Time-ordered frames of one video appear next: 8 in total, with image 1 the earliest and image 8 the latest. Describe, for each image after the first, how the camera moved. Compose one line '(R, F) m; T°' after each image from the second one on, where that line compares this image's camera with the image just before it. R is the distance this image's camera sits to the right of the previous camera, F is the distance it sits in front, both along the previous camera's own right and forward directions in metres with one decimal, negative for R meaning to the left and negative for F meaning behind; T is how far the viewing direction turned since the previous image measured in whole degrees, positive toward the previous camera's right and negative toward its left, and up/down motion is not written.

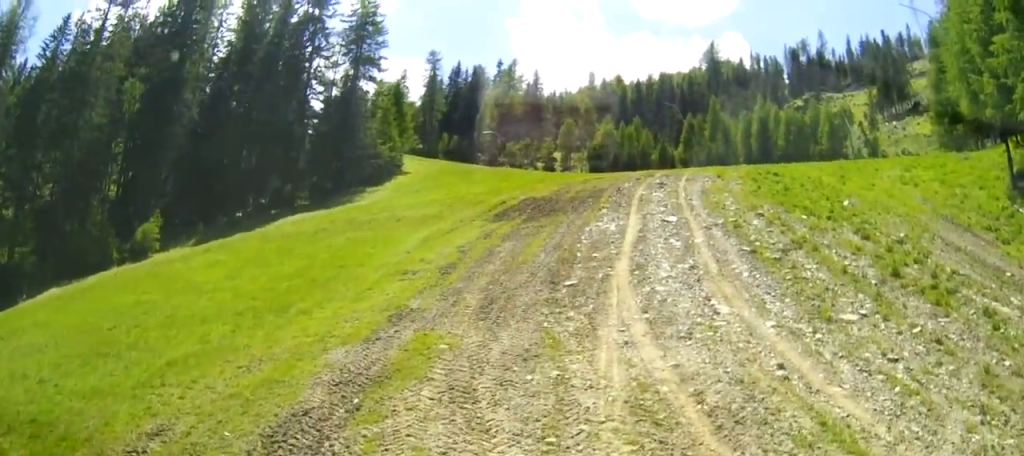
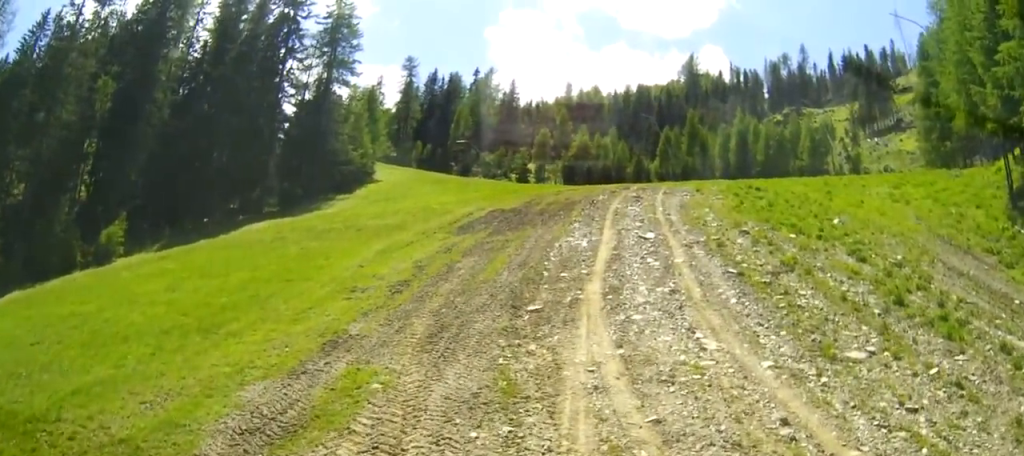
(0.0, +1.8) m; 0°
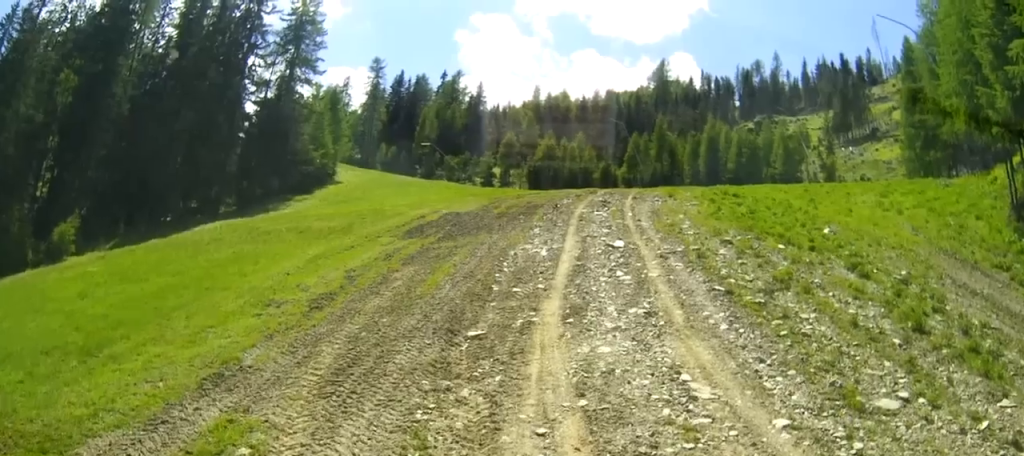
(0.0, +2.1) m; 0°
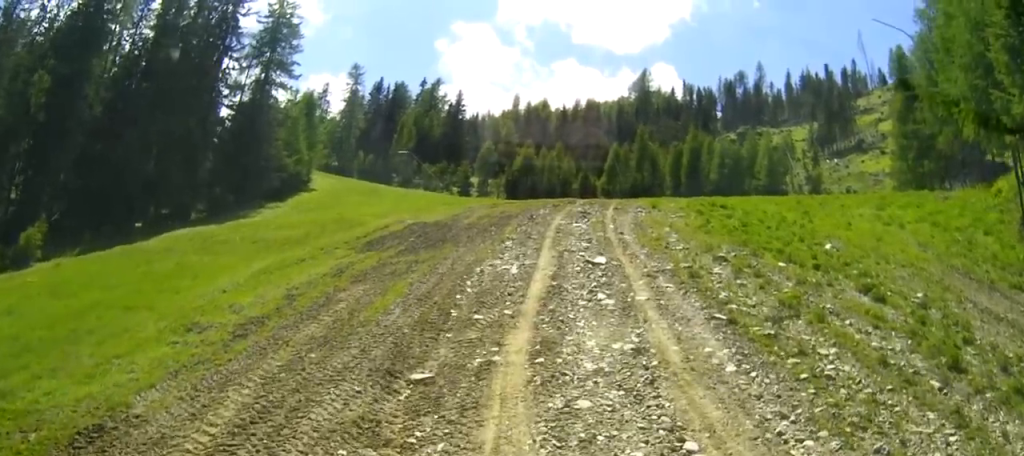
(0.0, +1.2) m; 0°
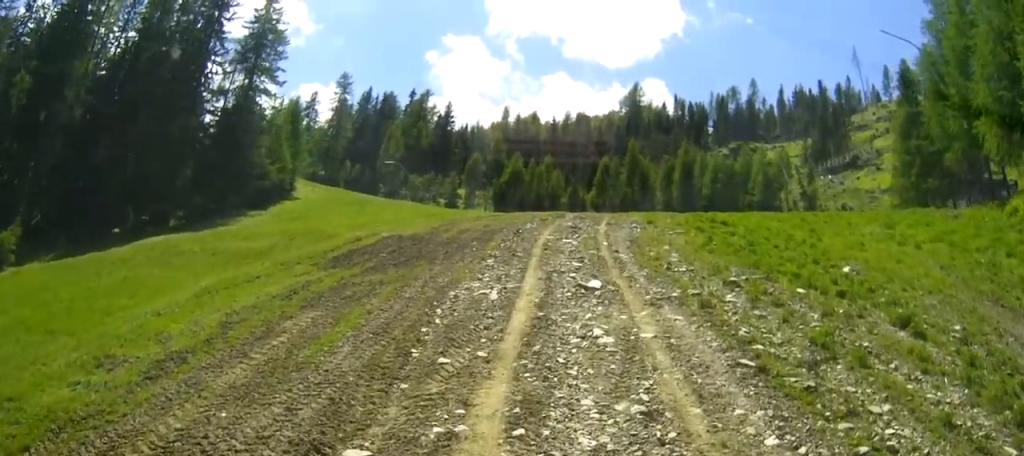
(0.0, +2.1) m; 0°
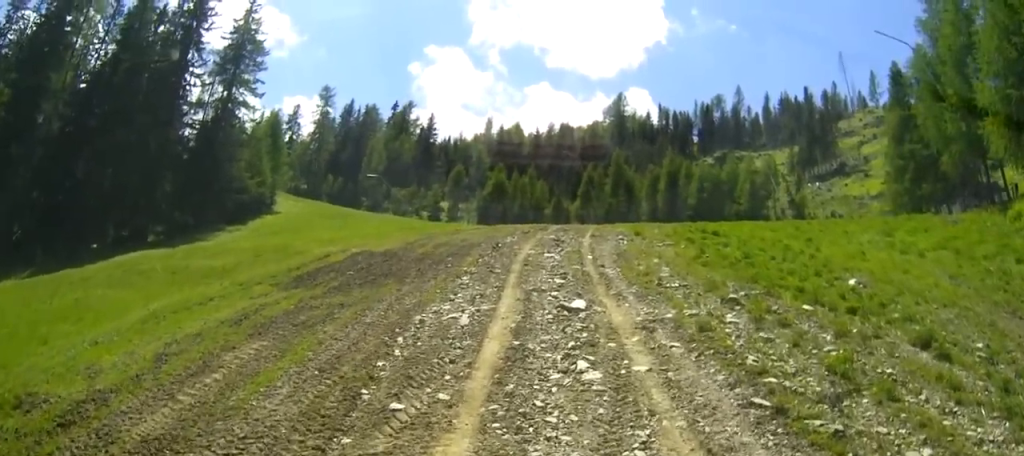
(0.0, +1.4) m; 0°
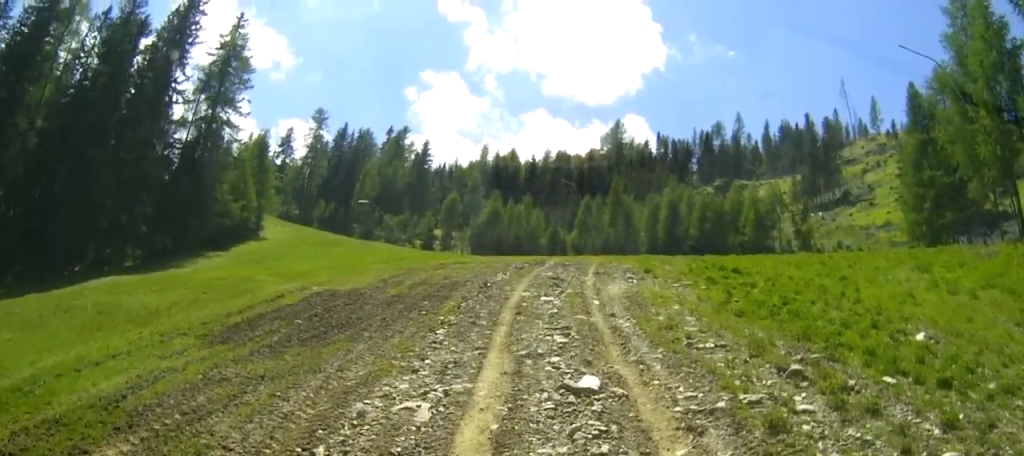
(0.0, +3.6) m; +1°
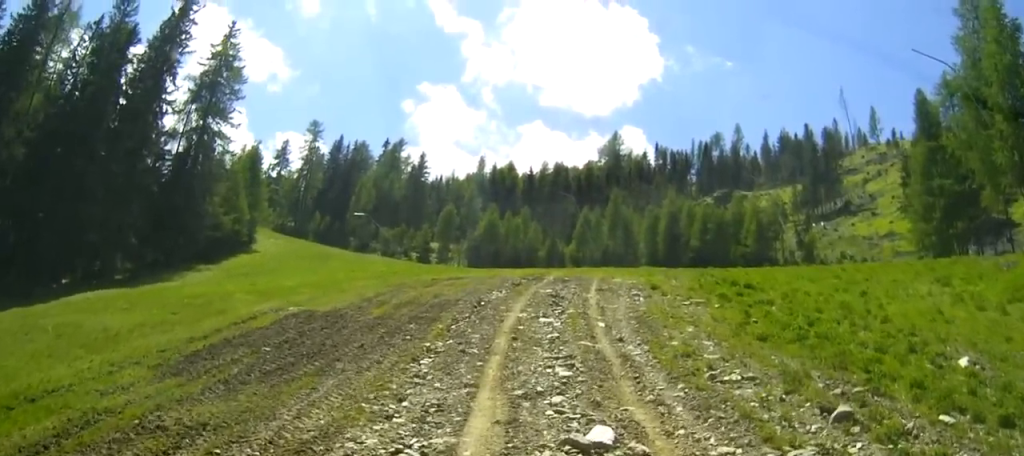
(0.0, +1.7) m; +1°
